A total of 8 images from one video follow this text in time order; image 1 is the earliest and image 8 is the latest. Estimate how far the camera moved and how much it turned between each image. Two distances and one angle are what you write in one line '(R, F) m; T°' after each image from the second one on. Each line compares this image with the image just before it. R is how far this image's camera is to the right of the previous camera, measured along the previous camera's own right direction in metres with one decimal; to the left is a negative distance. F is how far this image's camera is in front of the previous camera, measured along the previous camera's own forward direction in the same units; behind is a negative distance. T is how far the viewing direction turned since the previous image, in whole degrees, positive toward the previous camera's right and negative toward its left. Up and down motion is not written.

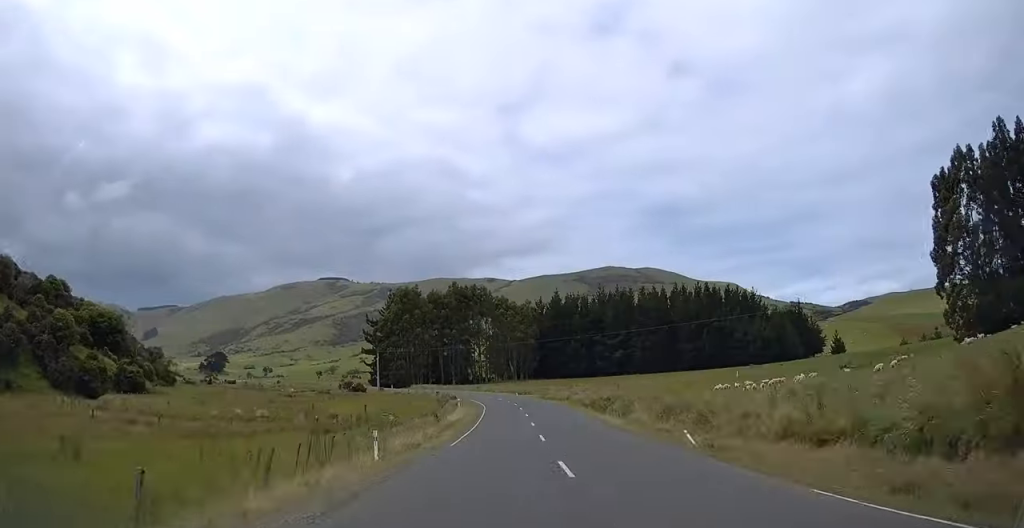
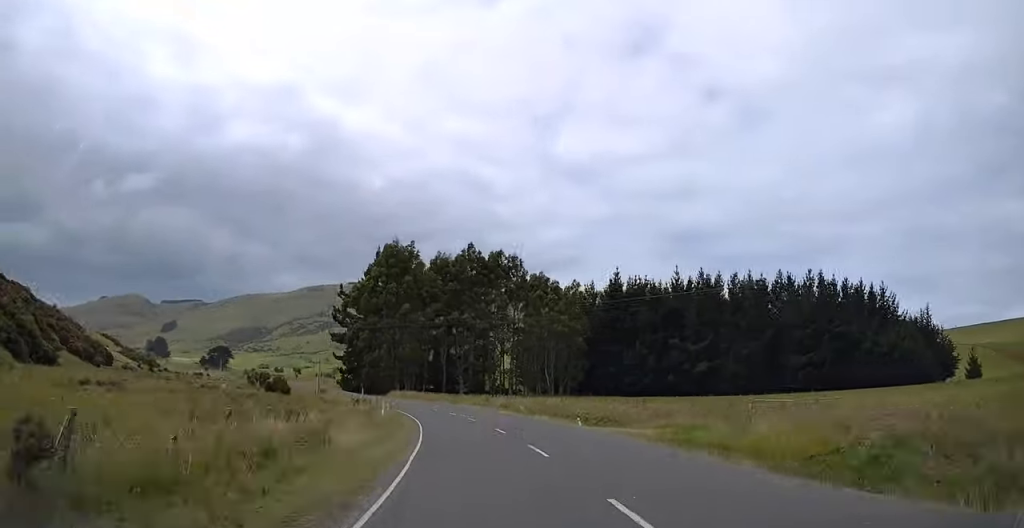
(-1.2, +64.4) m; -7°
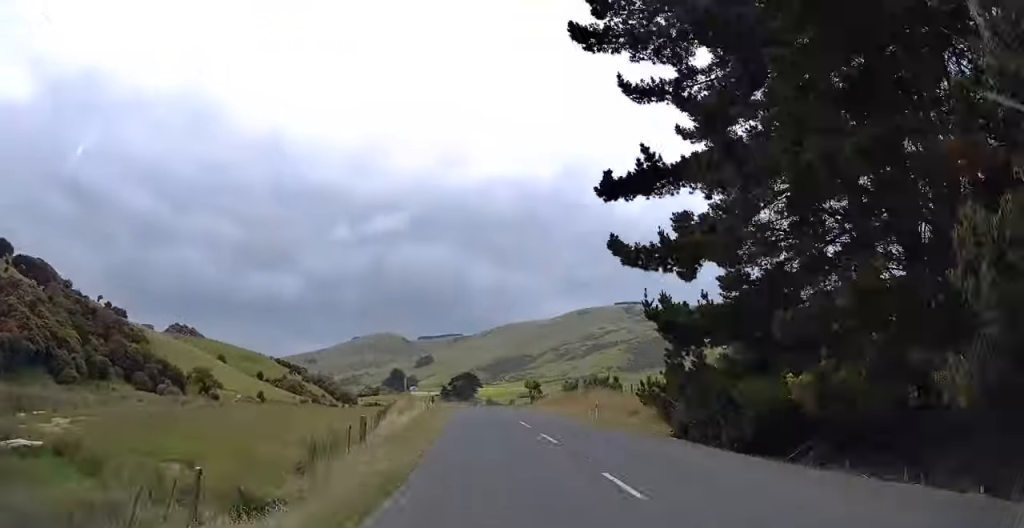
(-19.6, +112.3) m; -18°
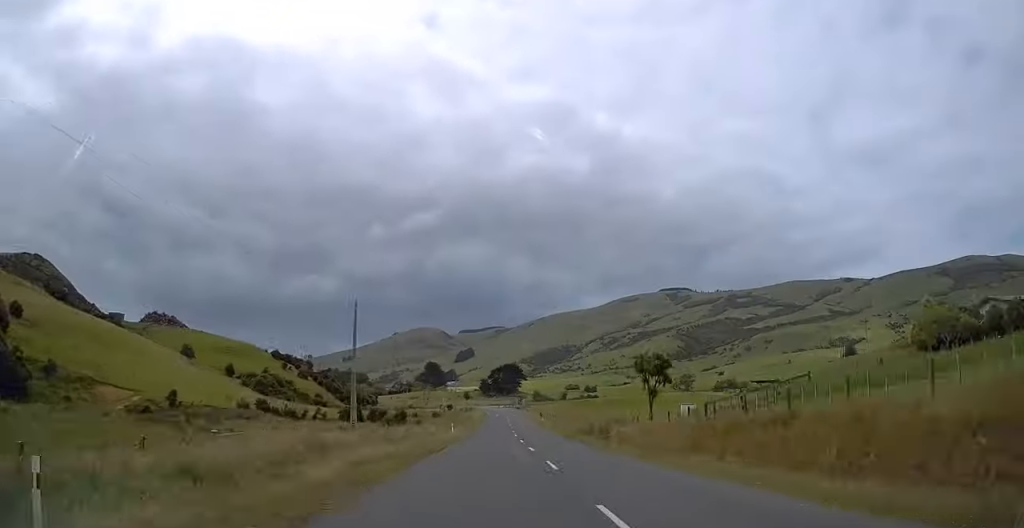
(-2.5, +62.0) m; -2°
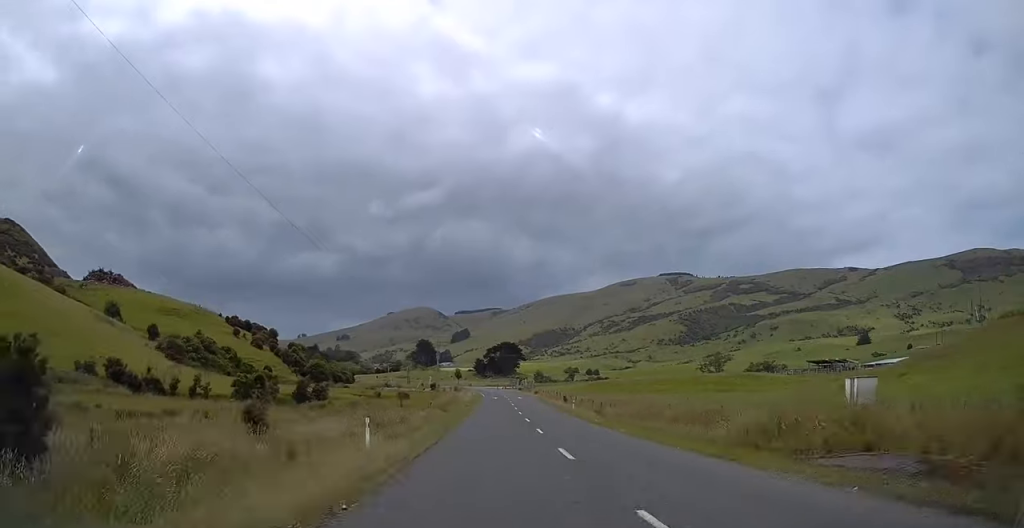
(-0.1, +41.1) m; 0°
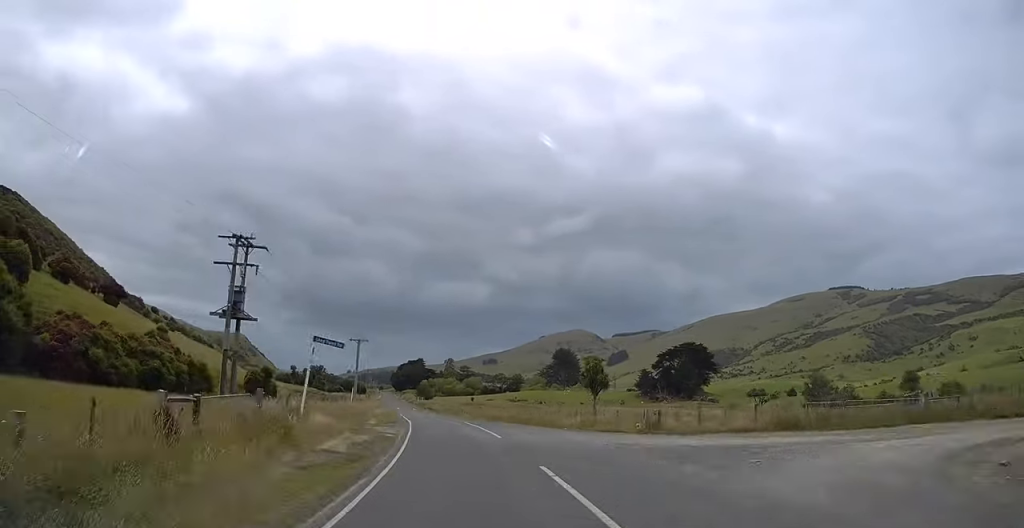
(-14.4, +176.9) m; -17°
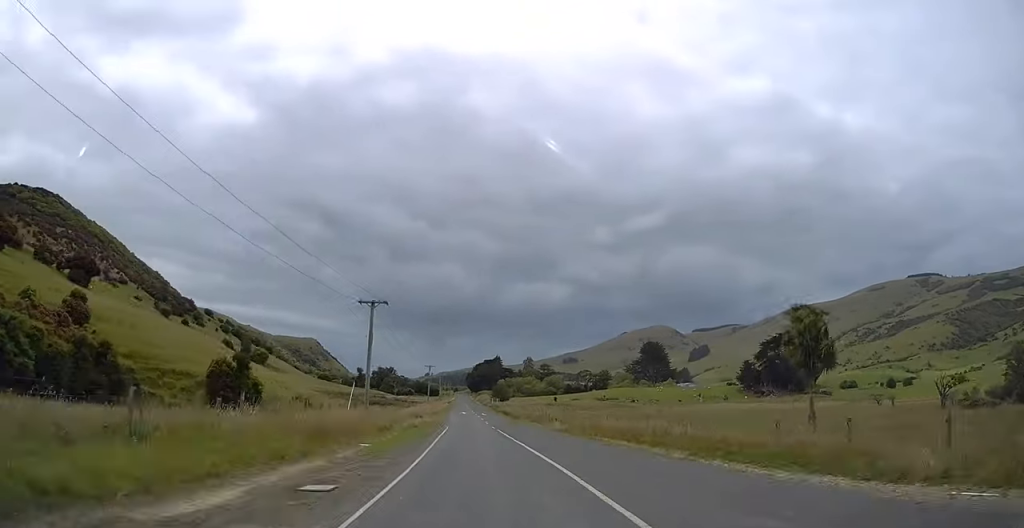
(-2.7, +33.4) m; -3°
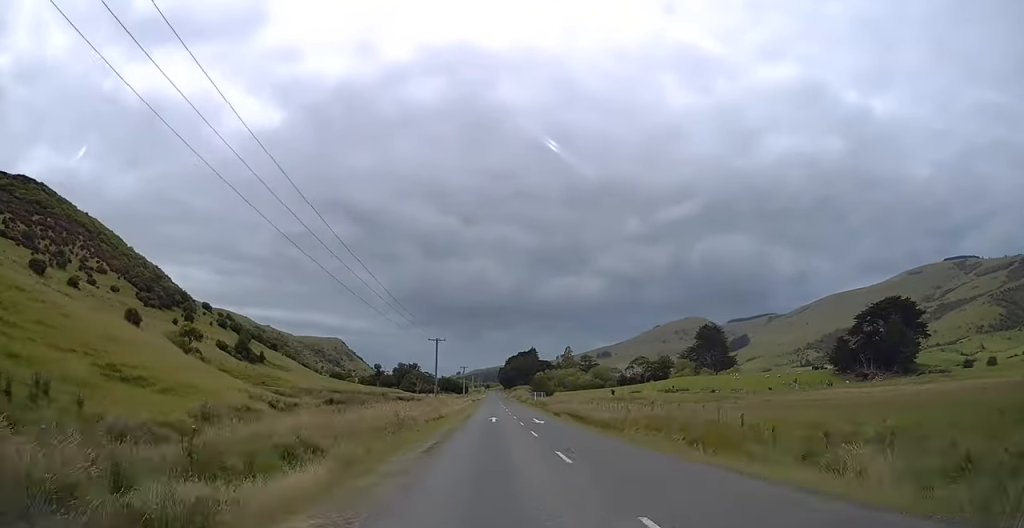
(-2.4, +50.7) m; -3°
